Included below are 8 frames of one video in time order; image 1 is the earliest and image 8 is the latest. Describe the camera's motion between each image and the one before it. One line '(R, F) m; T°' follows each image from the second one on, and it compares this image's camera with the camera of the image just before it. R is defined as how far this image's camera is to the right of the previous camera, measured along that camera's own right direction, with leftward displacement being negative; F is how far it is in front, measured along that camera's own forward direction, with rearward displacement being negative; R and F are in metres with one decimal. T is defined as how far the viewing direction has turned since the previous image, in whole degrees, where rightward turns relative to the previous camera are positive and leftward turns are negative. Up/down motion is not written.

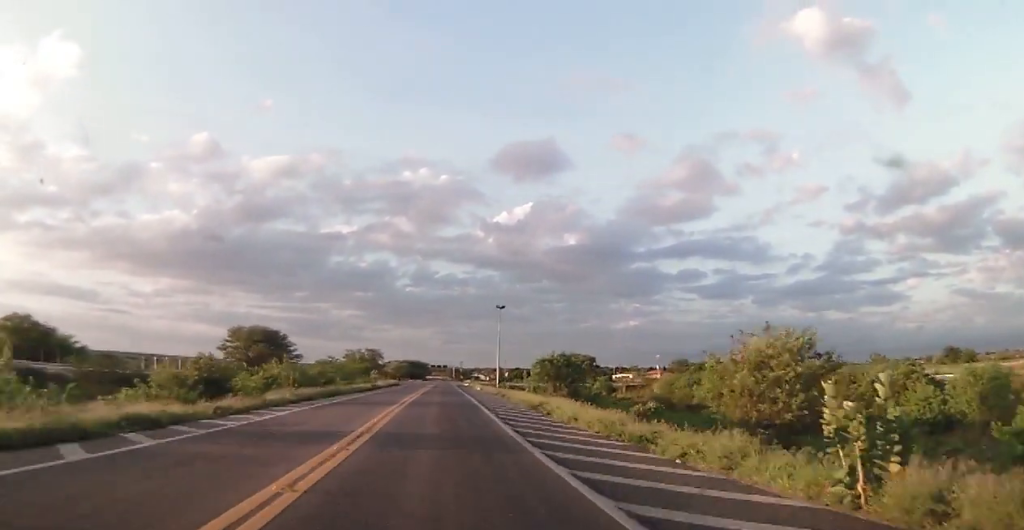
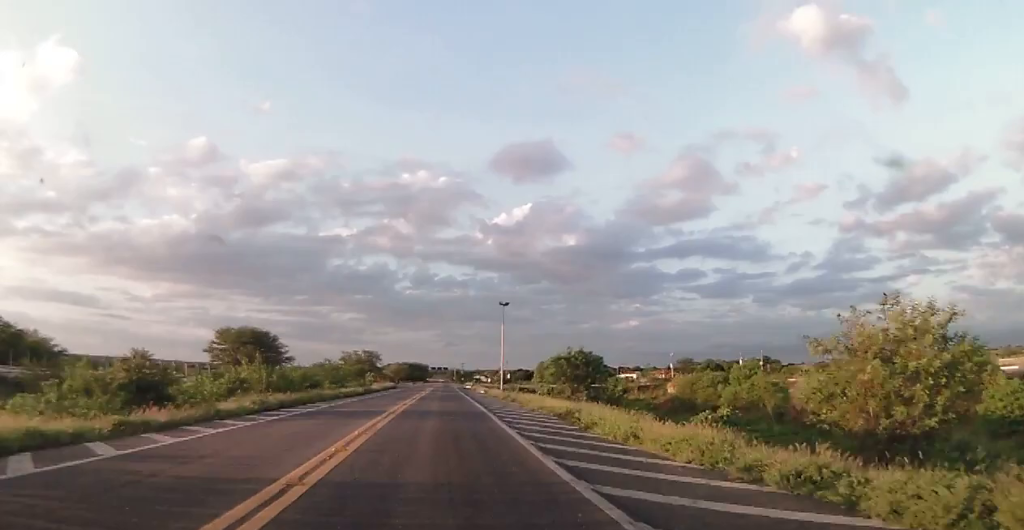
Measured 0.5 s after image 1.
(0.0, +7.0) m; +1°
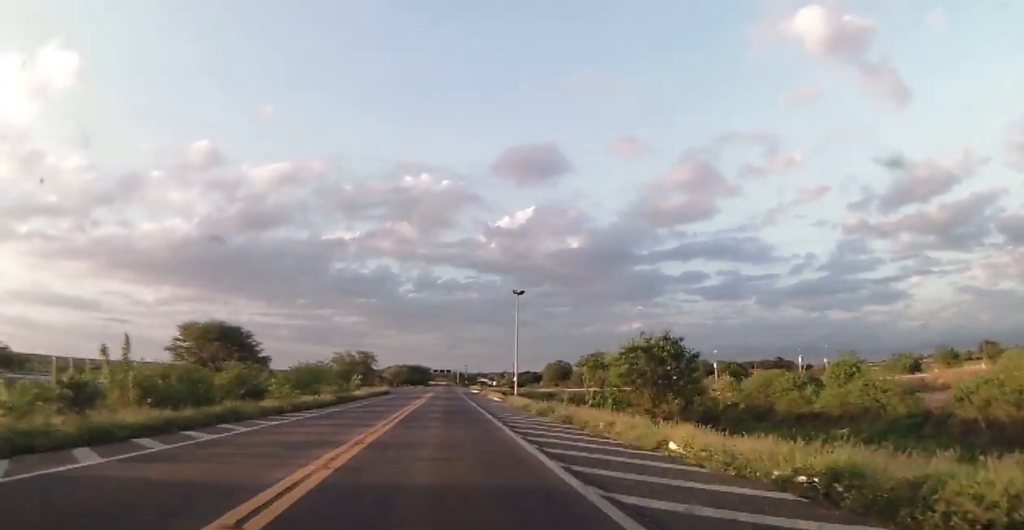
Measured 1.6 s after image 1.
(+0.2, +17.3) m; -1°
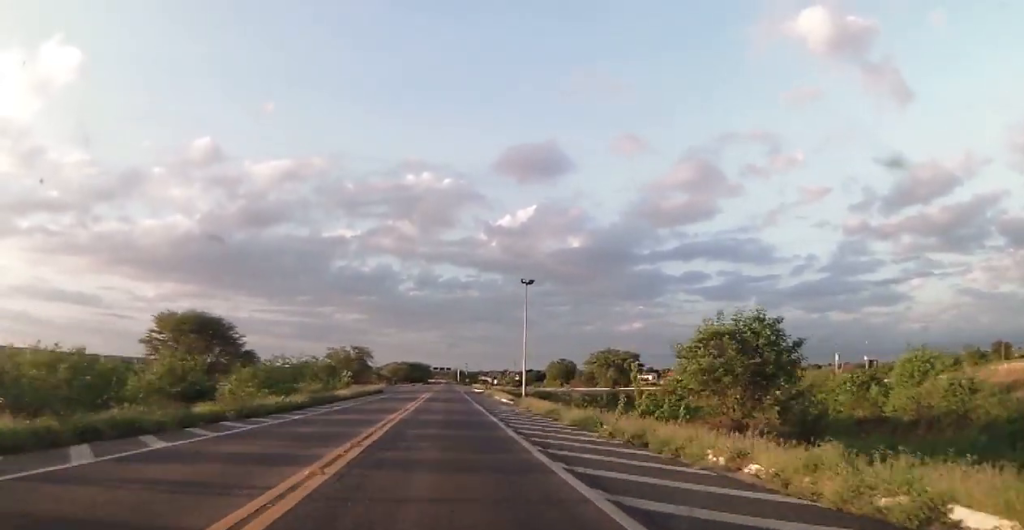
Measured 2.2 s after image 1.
(-0.2, +8.8) m; 0°
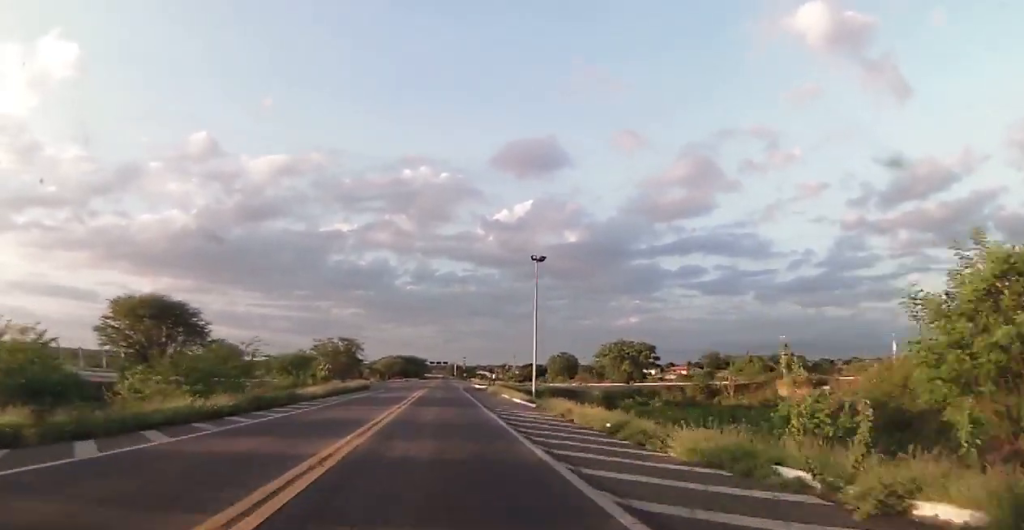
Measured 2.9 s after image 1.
(-0.1, +12.0) m; 0°
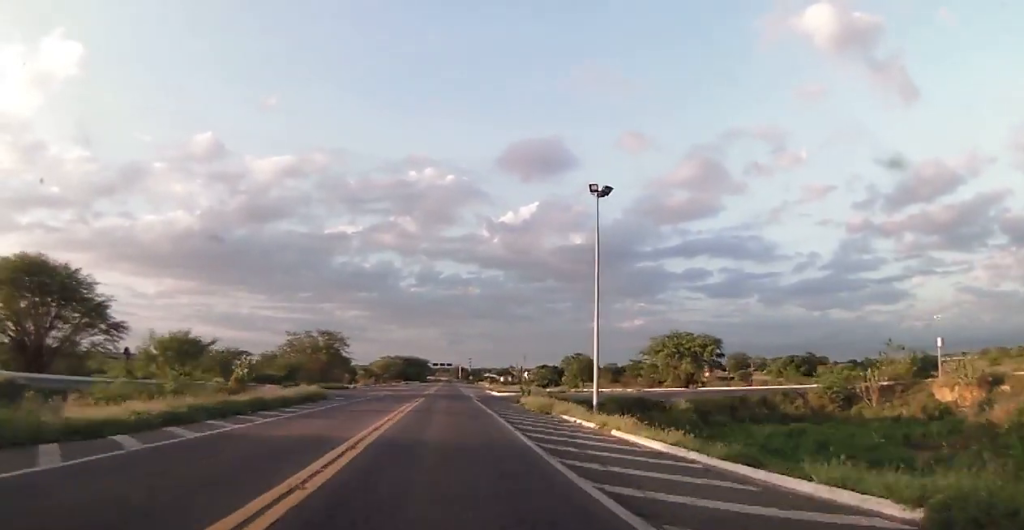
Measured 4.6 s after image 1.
(+0.6, +26.1) m; +1°
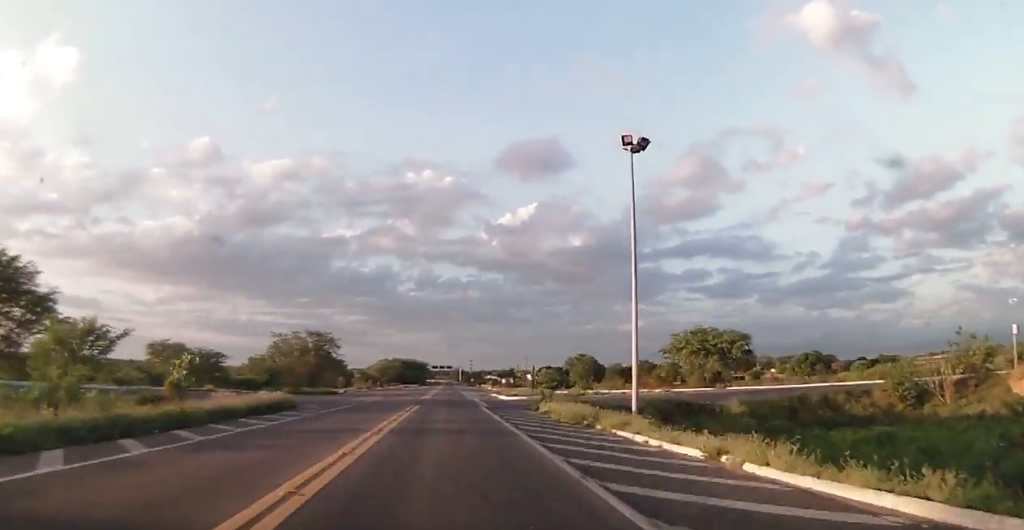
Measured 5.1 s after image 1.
(-0.1, +8.6) m; 0°
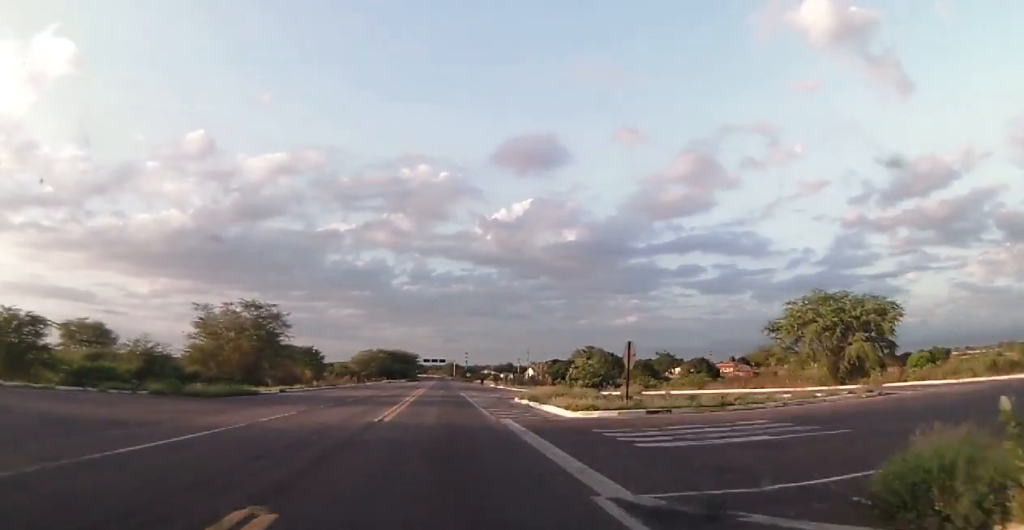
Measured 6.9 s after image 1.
(0.0, +29.1) m; 0°
